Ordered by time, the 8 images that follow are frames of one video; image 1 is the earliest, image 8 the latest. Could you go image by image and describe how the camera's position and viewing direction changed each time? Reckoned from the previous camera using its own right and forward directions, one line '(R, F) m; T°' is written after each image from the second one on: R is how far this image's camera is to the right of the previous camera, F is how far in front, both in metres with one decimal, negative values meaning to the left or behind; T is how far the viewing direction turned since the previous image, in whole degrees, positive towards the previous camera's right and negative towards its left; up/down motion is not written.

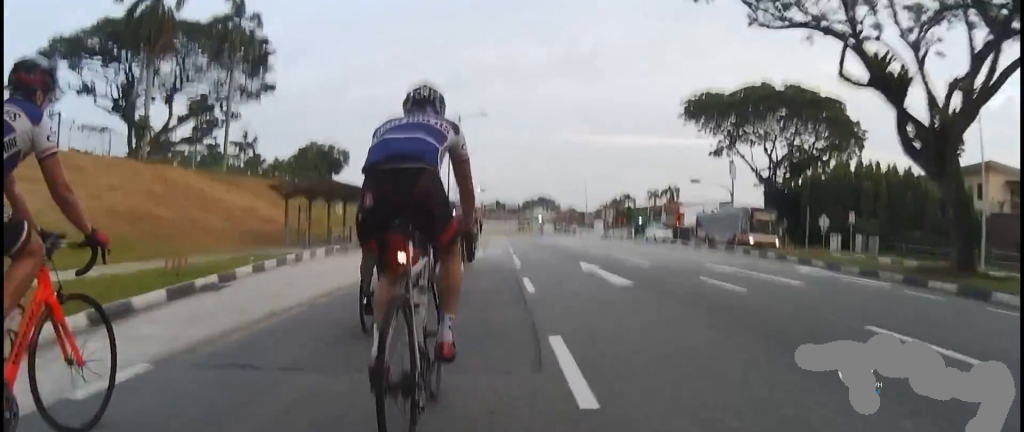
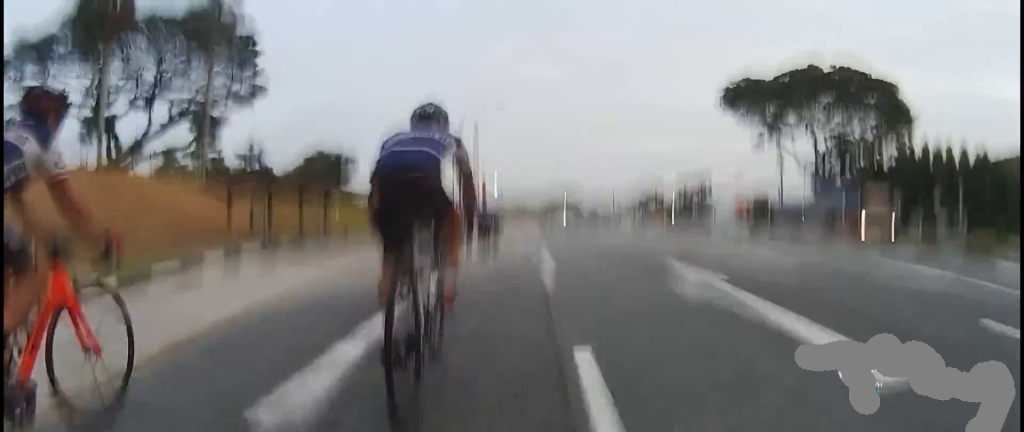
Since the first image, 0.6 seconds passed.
(-0.2, +7.0) m; -2°
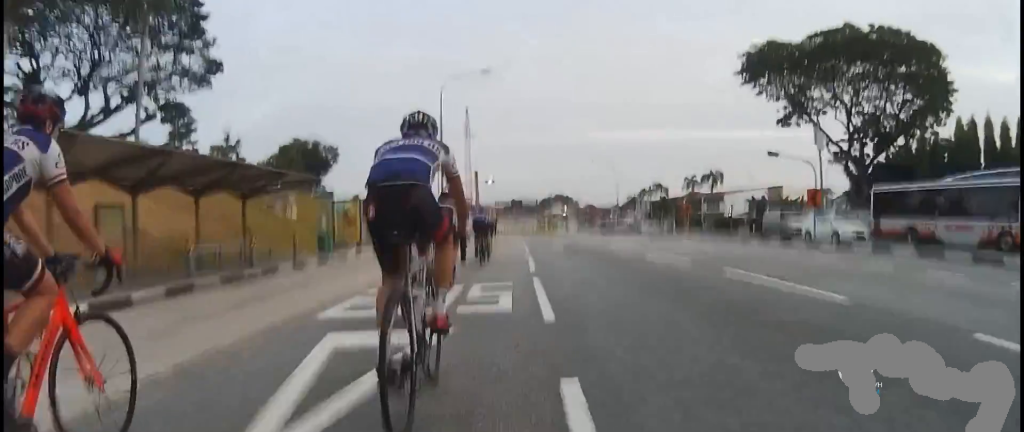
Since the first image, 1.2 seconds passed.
(-0.5, +8.5) m; 0°
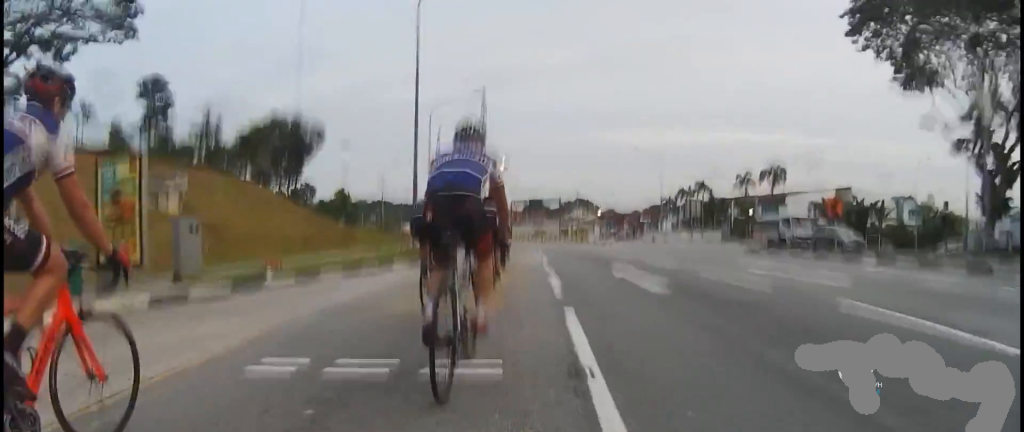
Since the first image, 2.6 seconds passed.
(+0.1, +18.2) m; -4°
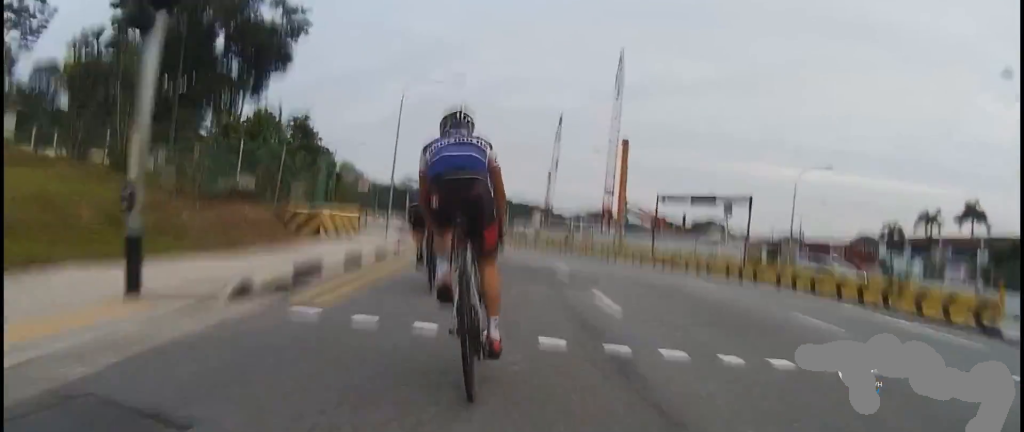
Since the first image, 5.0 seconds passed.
(-1.7, +33.8) m; -8°
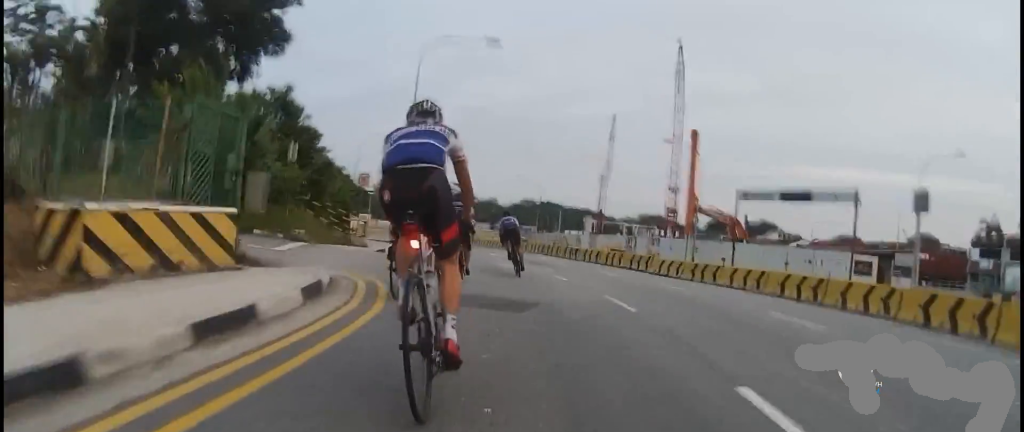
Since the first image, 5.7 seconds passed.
(-0.7, +10.0) m; -8°
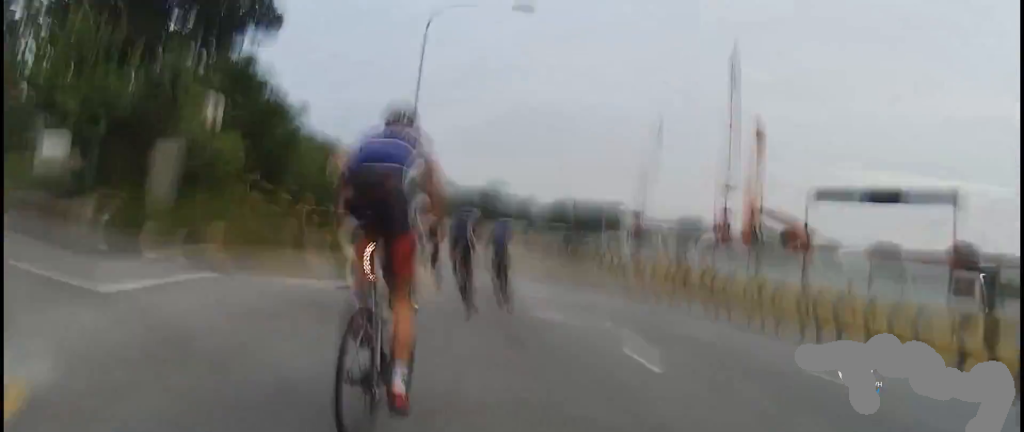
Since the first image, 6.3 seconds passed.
(-0.6, +7.8) m; -6°
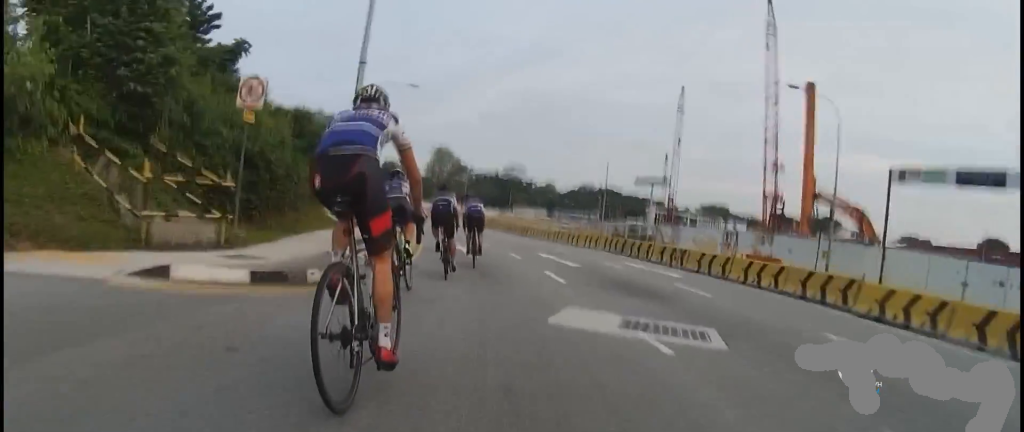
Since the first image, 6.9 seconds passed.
(-0.4, +8.0) m; -1°
